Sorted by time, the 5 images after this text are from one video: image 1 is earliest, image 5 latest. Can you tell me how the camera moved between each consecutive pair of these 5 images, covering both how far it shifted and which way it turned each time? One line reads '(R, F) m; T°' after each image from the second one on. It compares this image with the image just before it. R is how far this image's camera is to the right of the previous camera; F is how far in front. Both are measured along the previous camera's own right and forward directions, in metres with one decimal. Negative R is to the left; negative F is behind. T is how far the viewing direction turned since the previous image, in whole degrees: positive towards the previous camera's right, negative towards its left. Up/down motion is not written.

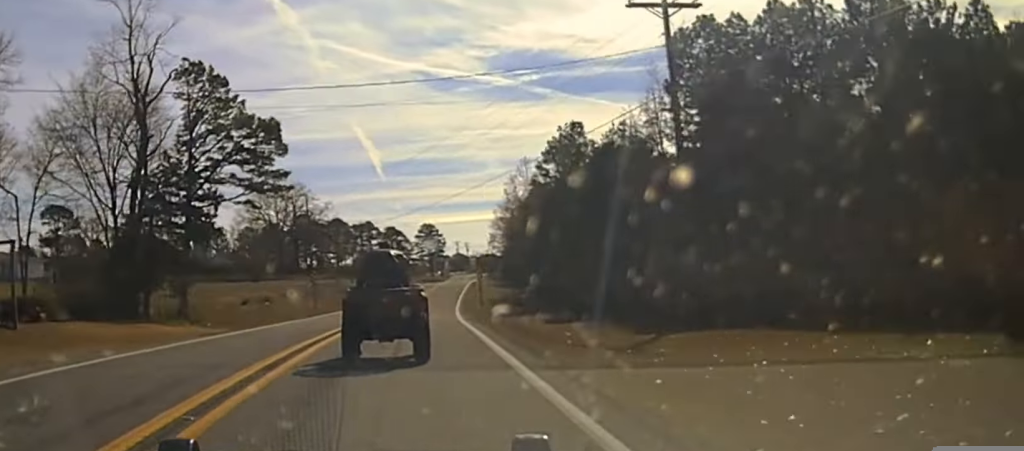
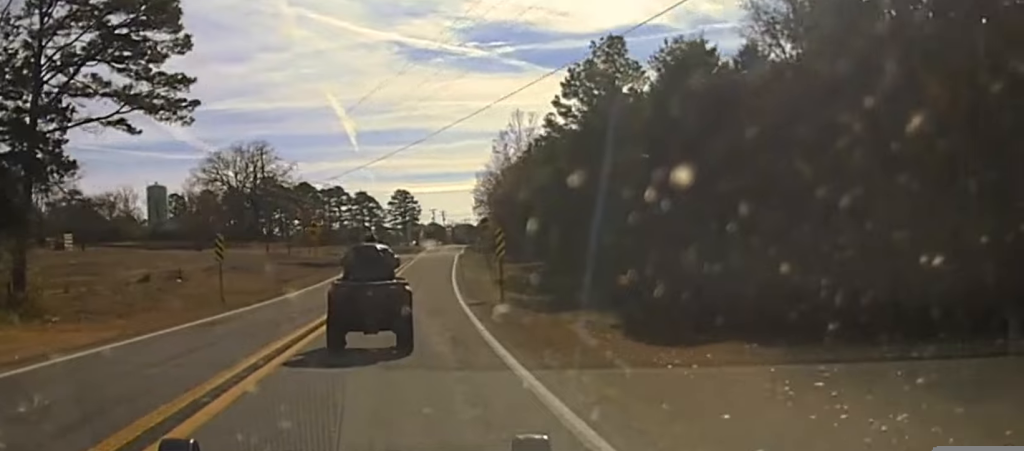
(+0.1, +17.3) m; +1°
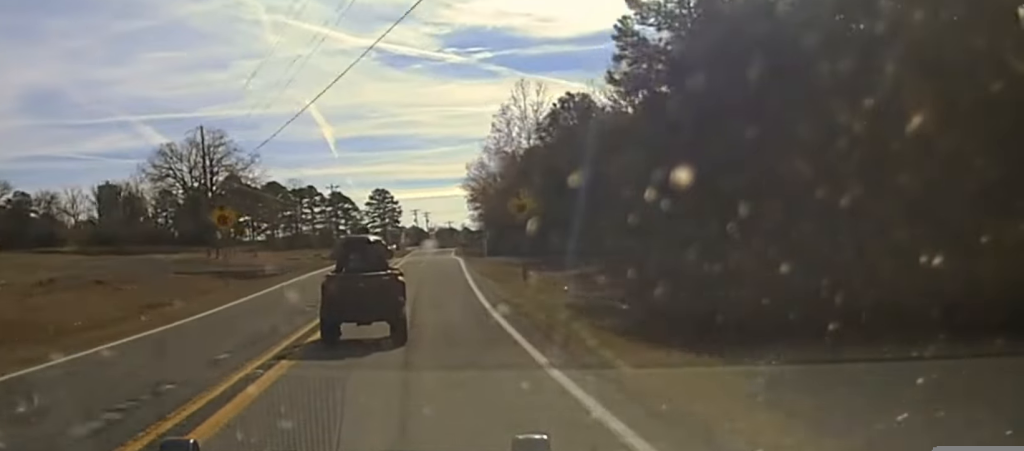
(+0.2, +22.3) m; +1°
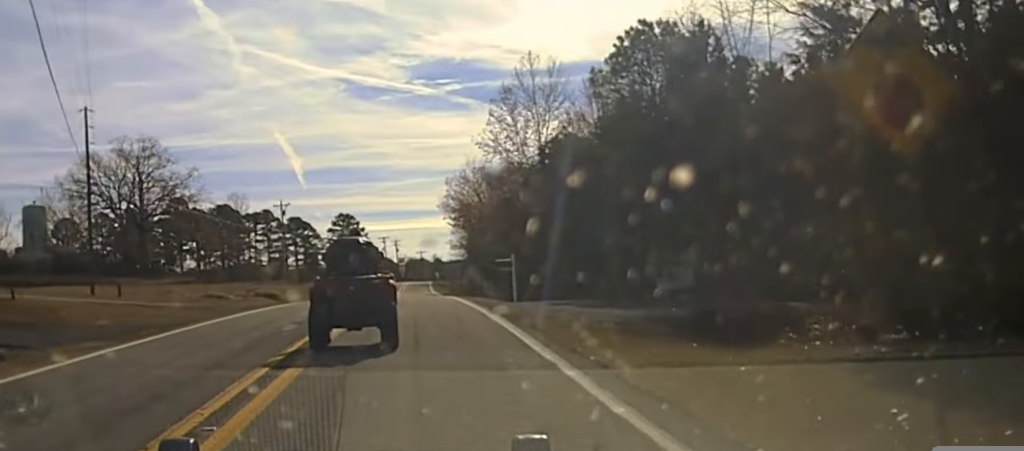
(+0.4, +30.5) m; +1°
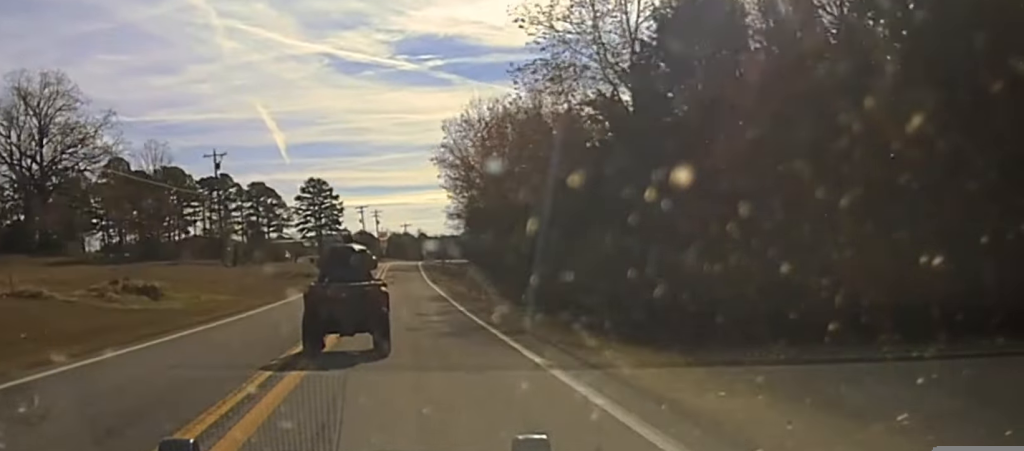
(+0.6, +41.6) m; +2°
